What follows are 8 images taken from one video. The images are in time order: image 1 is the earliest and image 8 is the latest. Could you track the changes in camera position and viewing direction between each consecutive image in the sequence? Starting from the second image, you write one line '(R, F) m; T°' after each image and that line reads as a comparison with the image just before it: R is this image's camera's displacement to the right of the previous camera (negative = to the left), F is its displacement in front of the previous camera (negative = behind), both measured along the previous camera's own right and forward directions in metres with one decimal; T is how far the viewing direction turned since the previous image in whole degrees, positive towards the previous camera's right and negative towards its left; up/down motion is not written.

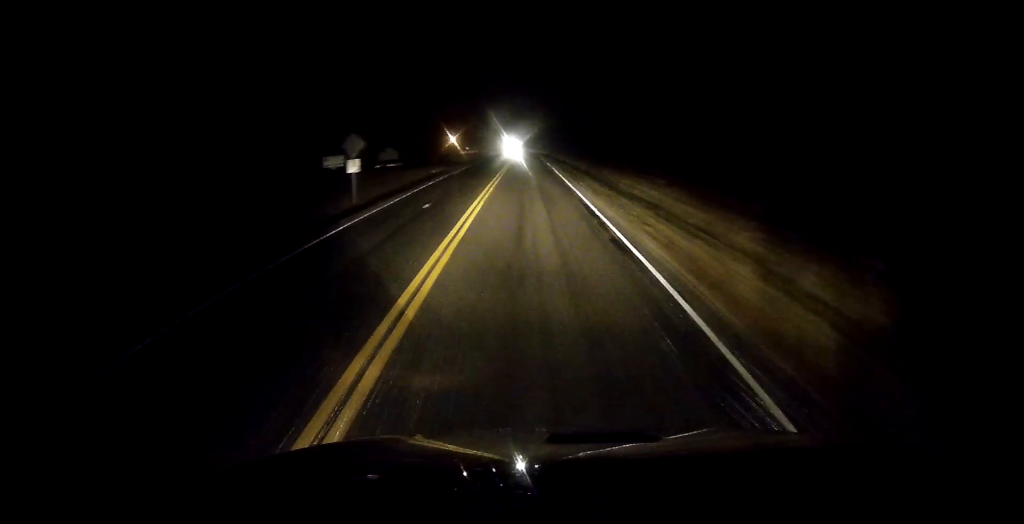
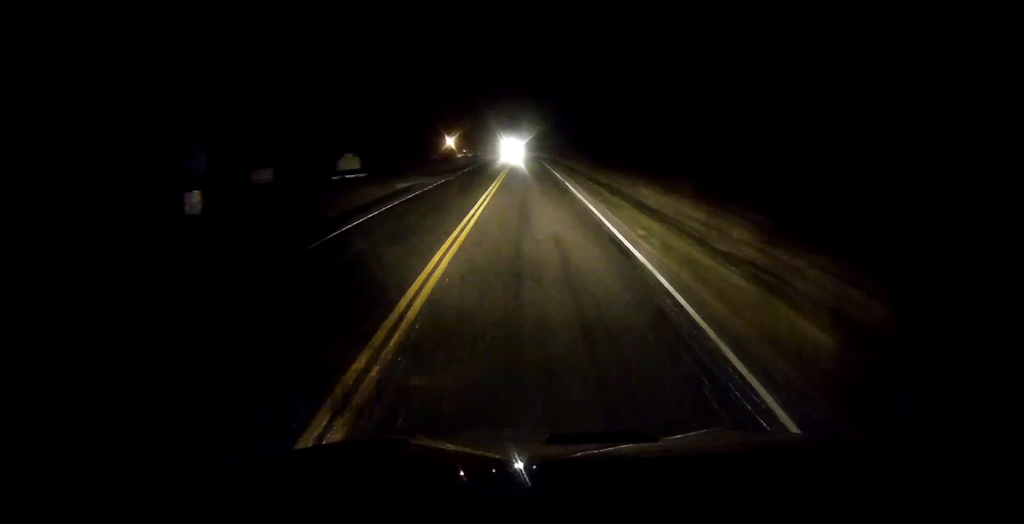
(+0.1, +14.6) m; 0°
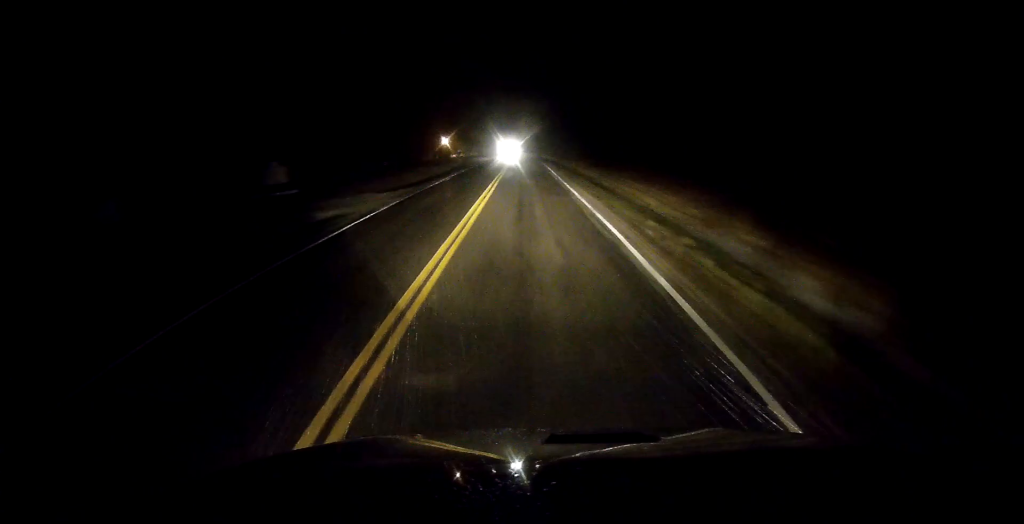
(+0.1, +14.6) m; 0°
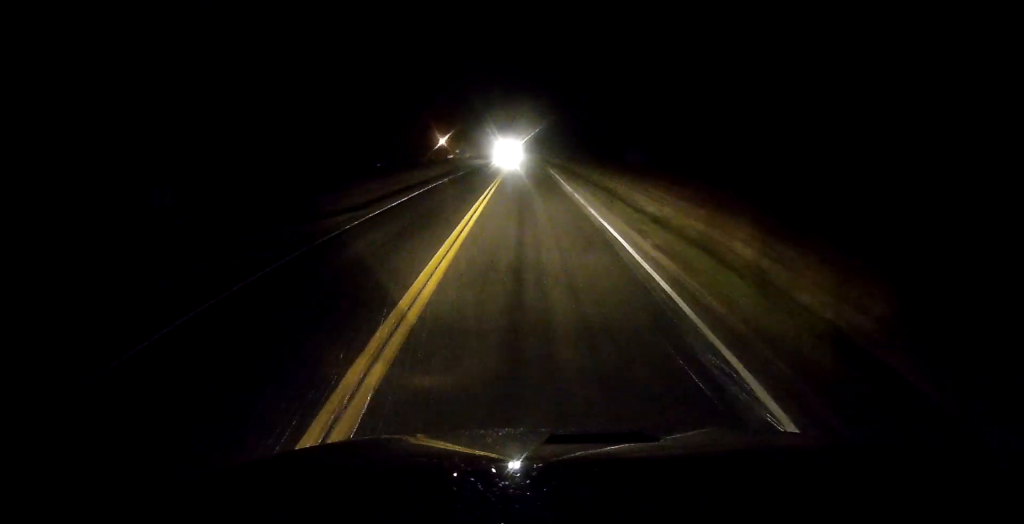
(-0.2, +11.6) m; 0°
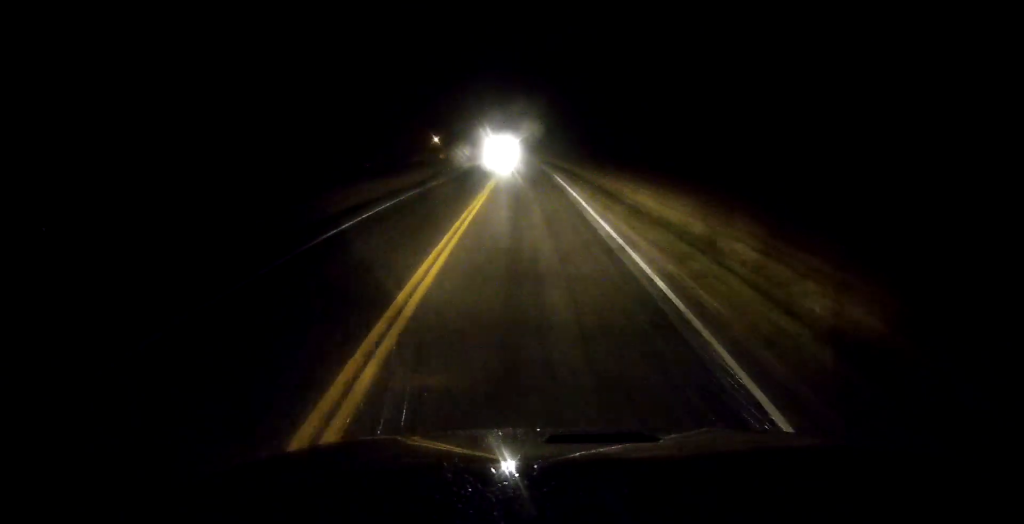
(+0.2, +13.4) m; 0°
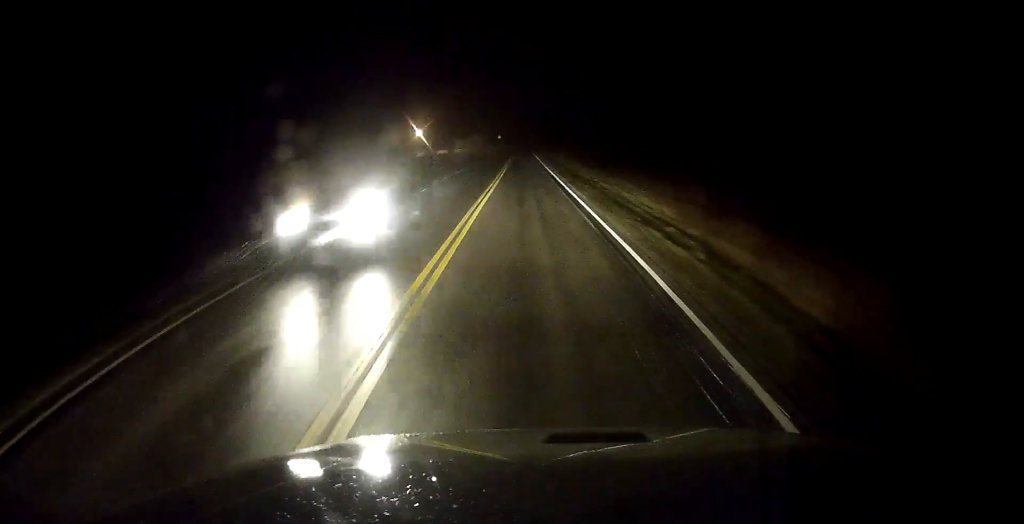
(+0.3, +50.2) m; 0°
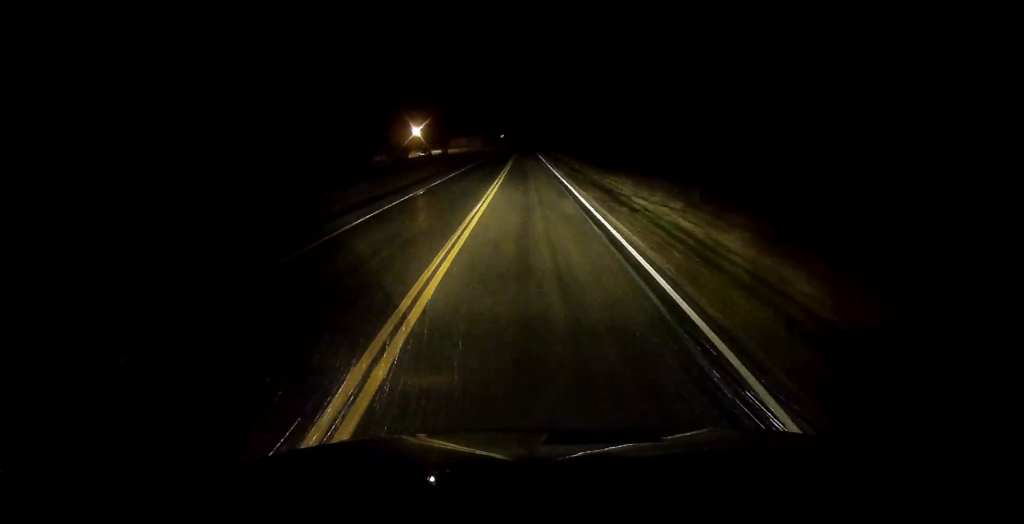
(+0.1, +10.5) m; -1°
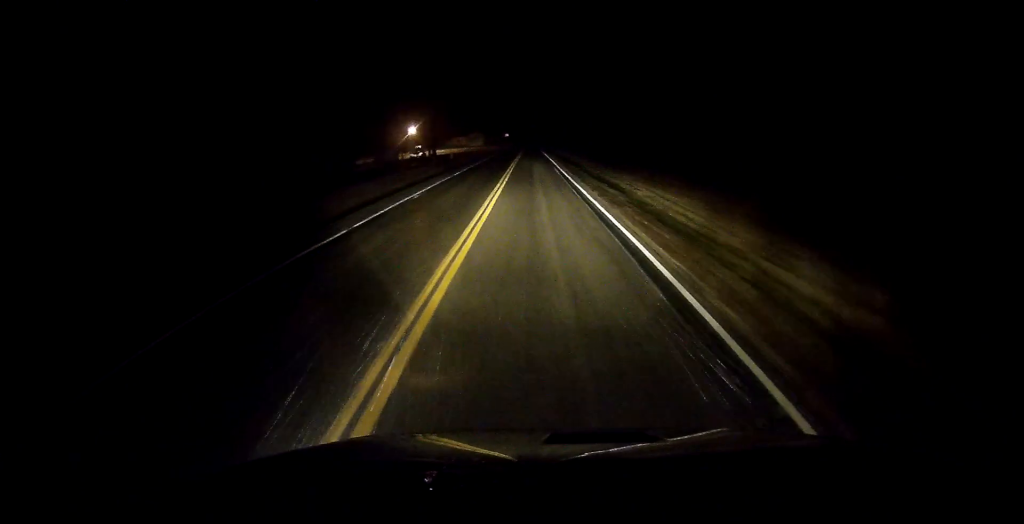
(-0.3, +14.9) m; 0°
